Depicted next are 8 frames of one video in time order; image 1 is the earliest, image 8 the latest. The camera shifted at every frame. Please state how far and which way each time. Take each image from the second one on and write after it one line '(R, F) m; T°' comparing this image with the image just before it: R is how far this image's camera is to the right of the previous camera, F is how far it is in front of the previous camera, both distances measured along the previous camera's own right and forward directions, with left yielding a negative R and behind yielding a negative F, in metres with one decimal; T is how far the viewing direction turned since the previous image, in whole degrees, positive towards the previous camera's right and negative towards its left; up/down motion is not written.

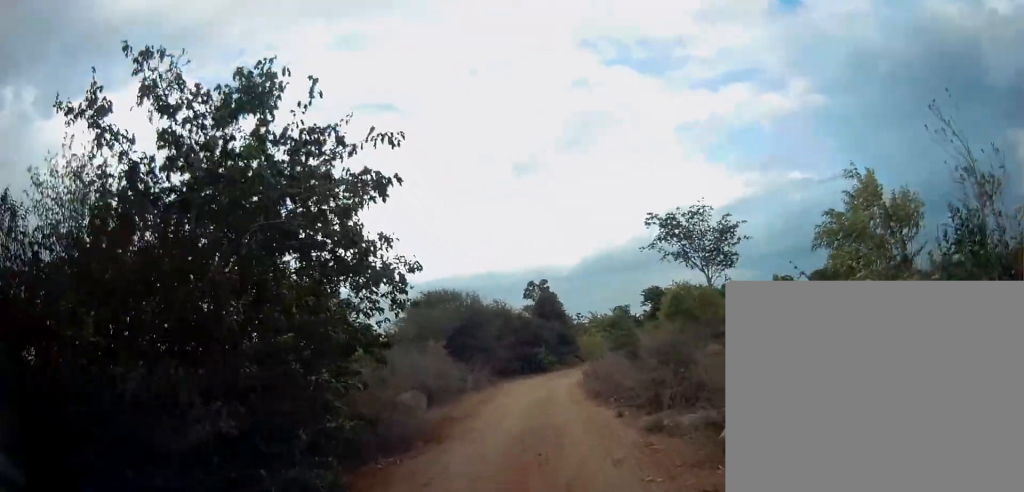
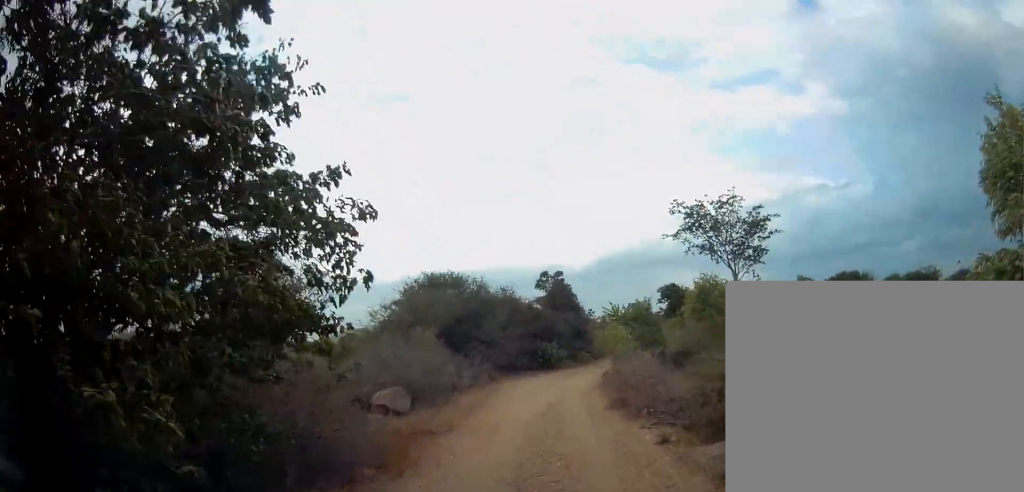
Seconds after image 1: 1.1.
(-0.1, +3.5) m; -4°
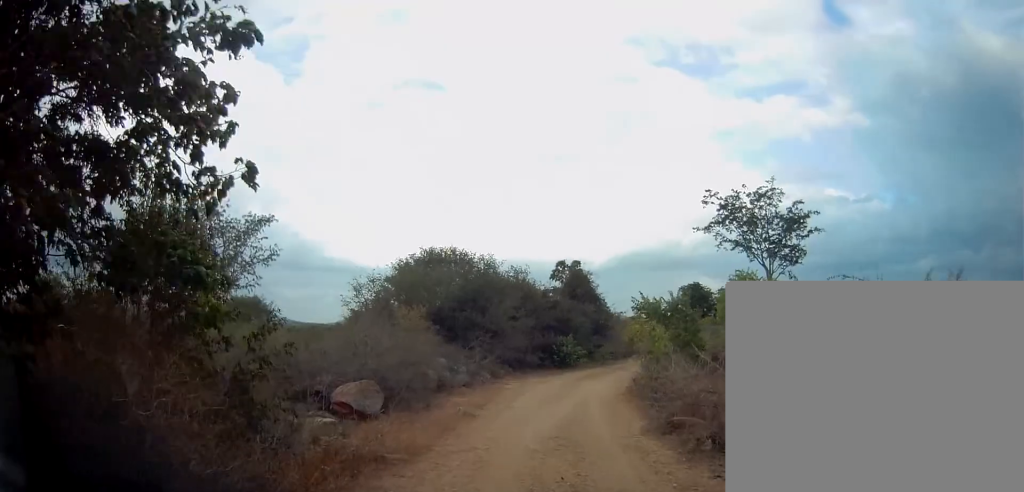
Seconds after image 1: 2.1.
(-0.1, +3.7) m; -2°
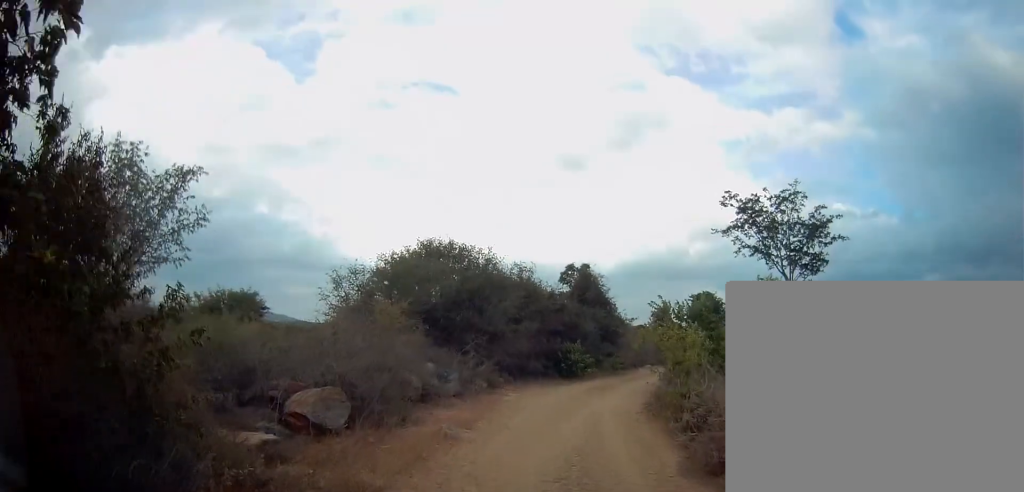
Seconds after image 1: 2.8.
(0.0, +2.3) m; +1°
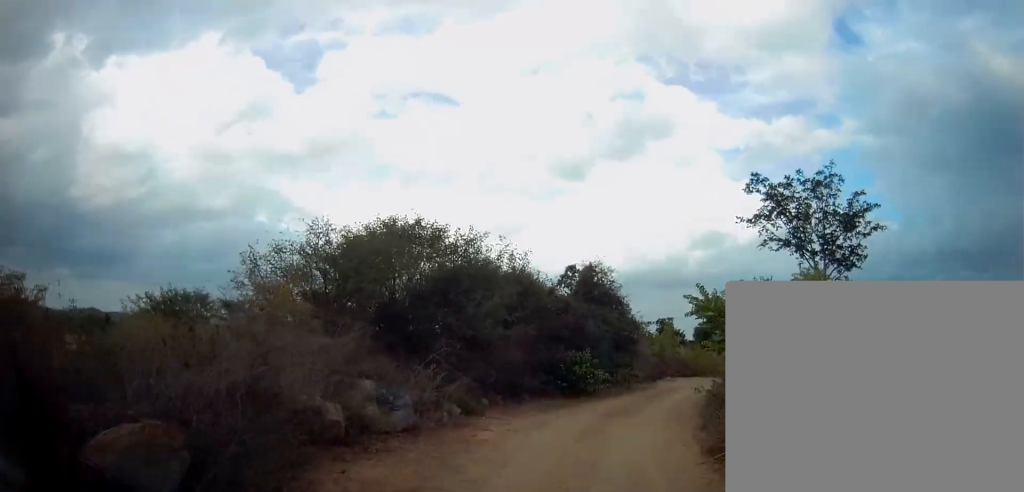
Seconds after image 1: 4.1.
(+0.2, +4.7) m; +5°
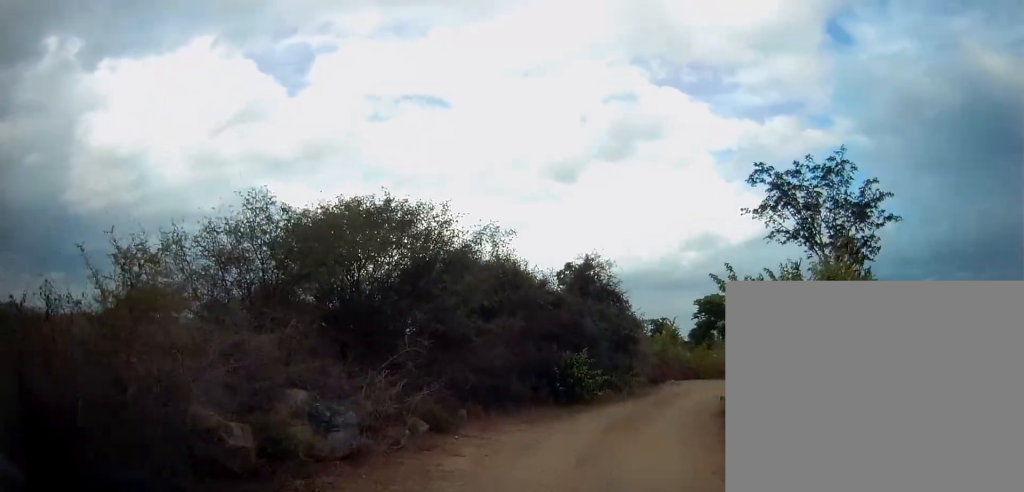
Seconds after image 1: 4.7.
(+0.1, +2.2) m; +2°
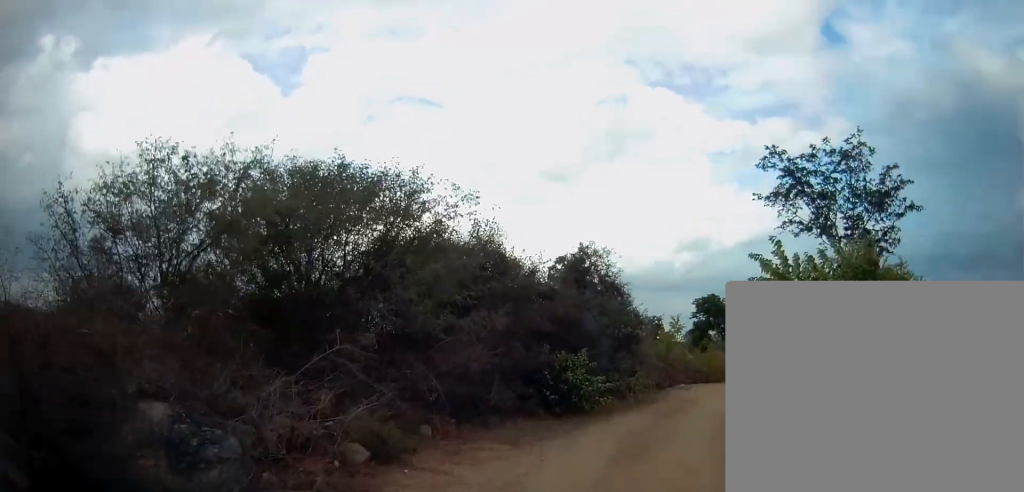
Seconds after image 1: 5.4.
(-0.1, +2.5) m; +2°
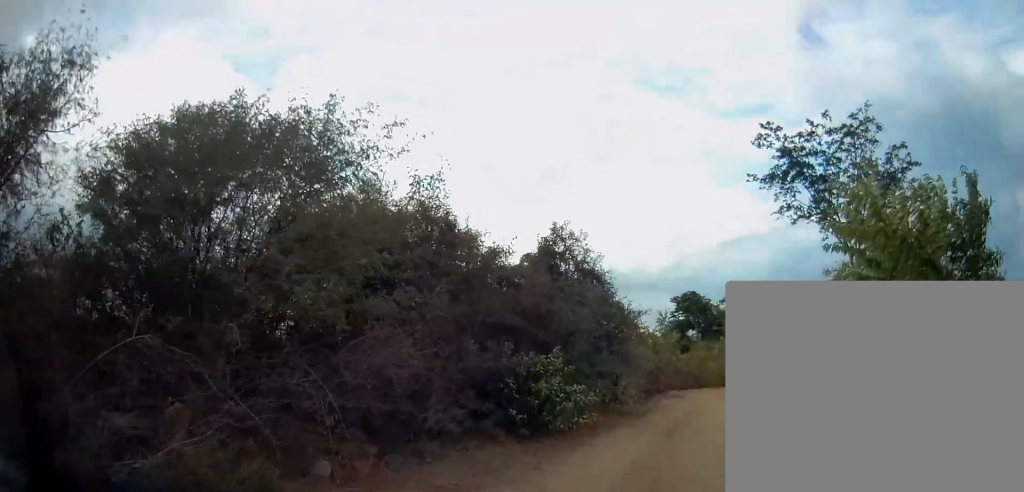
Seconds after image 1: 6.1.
(+0.1, +2.8) m; +3°
